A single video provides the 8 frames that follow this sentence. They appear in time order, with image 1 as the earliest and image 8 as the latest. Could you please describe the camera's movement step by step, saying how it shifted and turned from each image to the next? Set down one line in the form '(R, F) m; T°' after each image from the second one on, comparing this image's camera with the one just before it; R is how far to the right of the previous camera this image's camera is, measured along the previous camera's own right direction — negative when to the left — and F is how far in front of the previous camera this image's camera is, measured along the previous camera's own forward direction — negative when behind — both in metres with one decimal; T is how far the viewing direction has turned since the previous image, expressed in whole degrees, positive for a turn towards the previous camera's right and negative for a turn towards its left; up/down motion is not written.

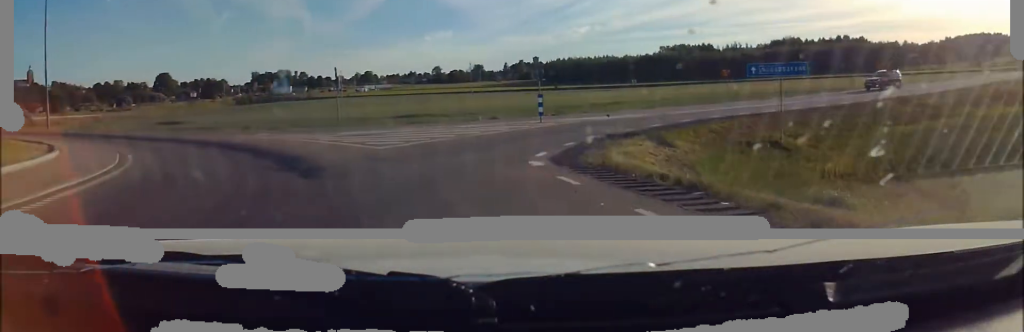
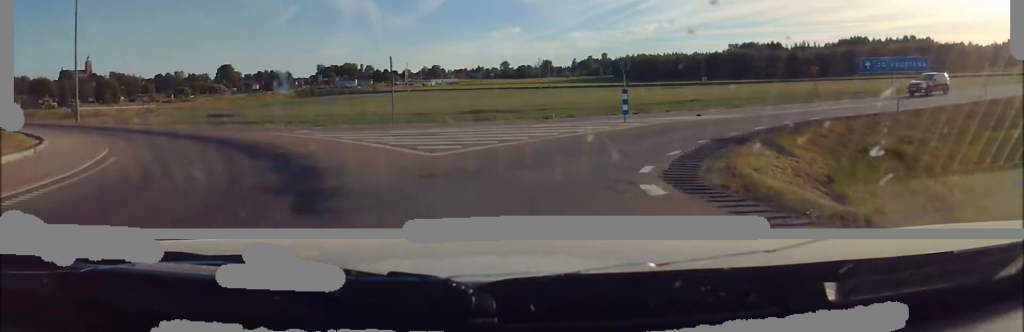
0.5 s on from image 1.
(+0.3, +3.5) m; -5°
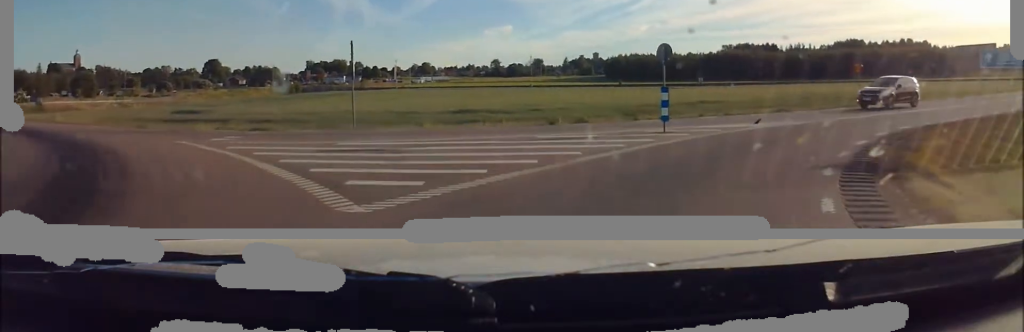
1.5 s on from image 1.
(-1.0, +6.1) m; -9°
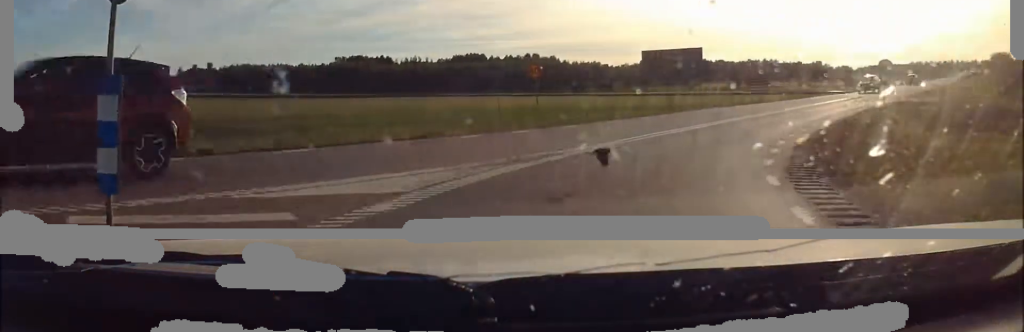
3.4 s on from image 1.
(+1.1, +14.0) m; +18°
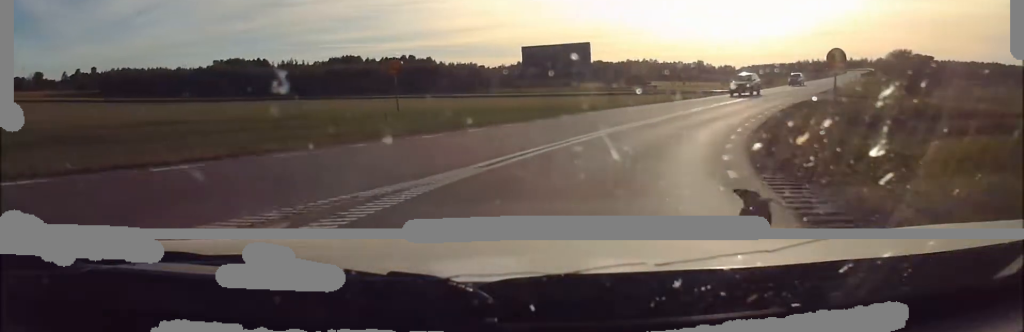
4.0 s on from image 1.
(+0.8, +4.8) m; +13°
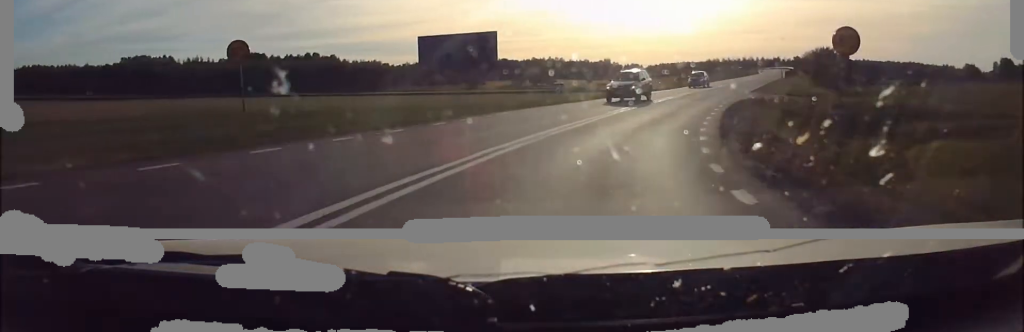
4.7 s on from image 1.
(+0.8, +5.7) m; +13°
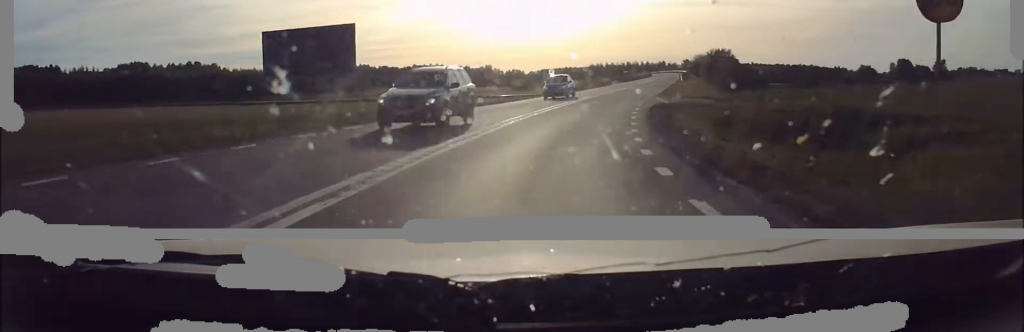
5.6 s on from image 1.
(+0.6, +7.1) m; +6°
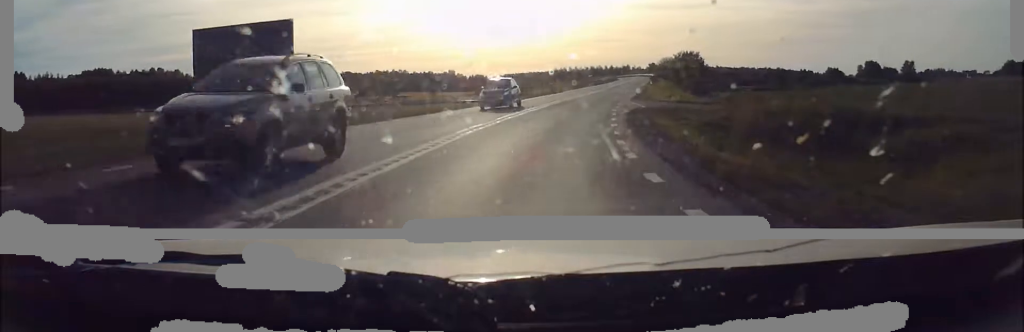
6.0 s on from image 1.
(0.0, +3.5) m; +4°
